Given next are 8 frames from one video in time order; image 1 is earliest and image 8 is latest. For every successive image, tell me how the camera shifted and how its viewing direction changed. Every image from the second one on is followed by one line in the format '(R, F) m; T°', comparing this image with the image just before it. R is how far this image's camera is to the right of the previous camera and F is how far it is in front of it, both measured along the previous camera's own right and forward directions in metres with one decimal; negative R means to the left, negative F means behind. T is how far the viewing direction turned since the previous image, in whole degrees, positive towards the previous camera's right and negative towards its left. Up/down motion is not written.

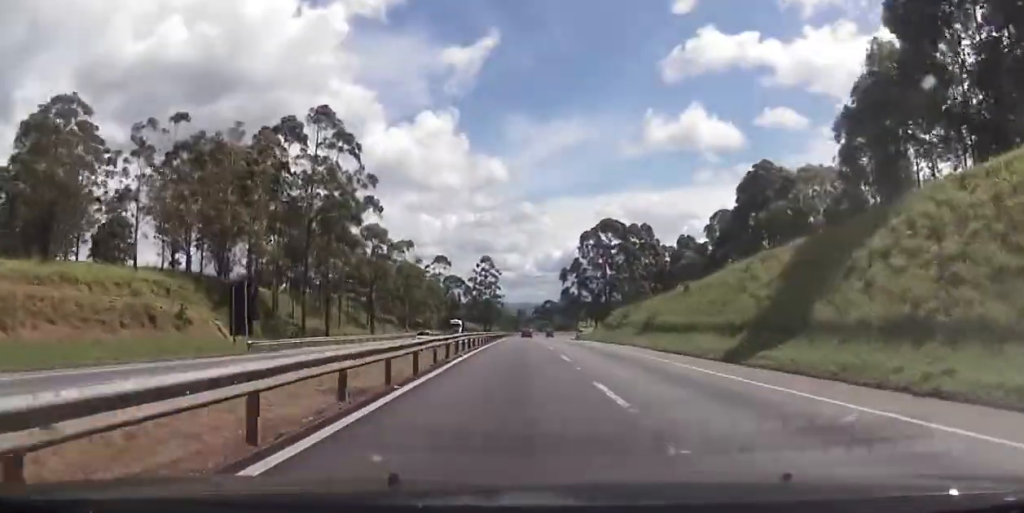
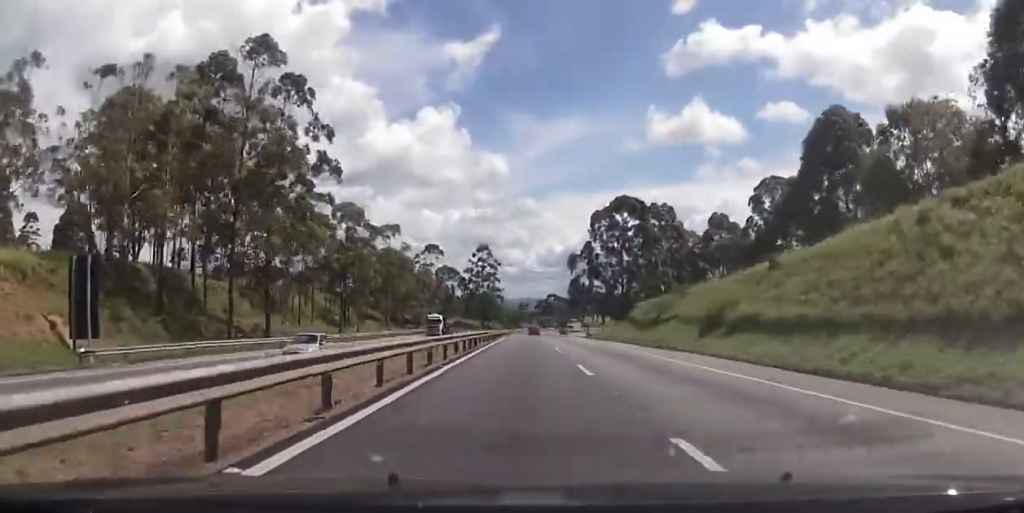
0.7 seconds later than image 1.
(+0.1, +22.3) m; 0°
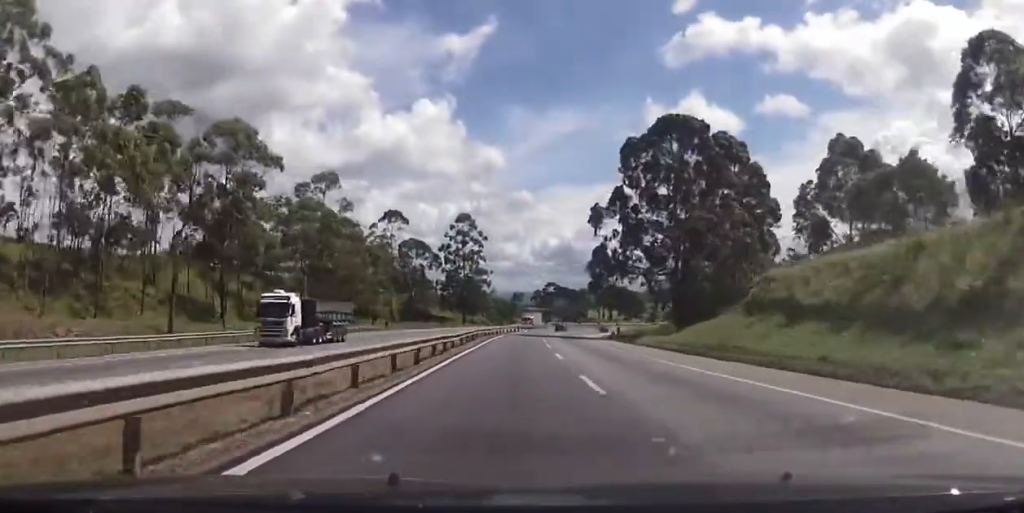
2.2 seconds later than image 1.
(-0.2, +47.5) m; 0°
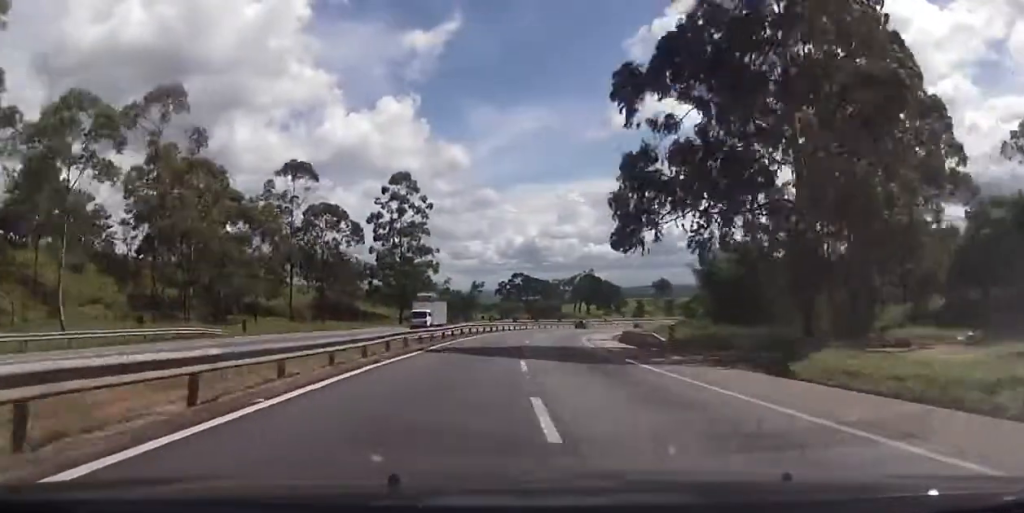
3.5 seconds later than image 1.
(+0.4, +41.3) m; -2°
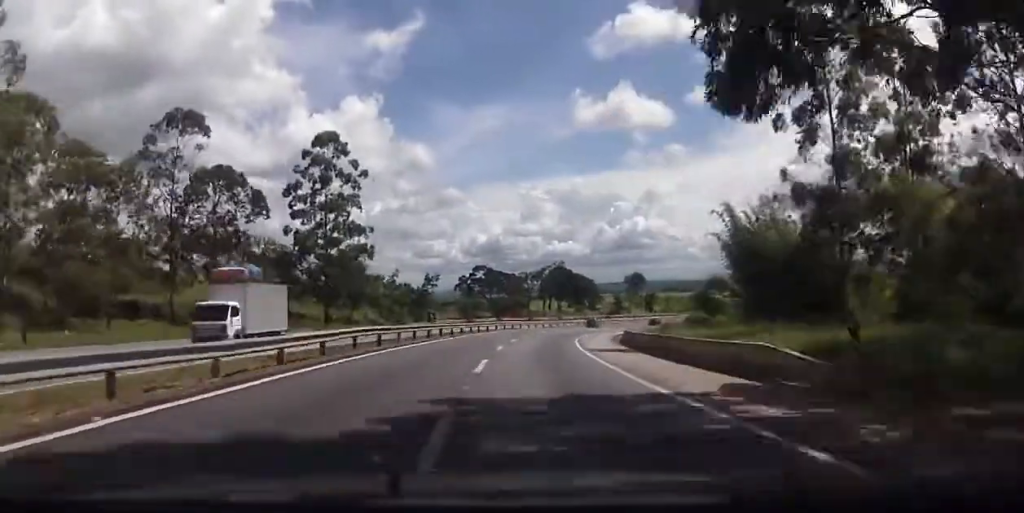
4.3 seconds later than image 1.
(-1.5, +24.4) m; +6°
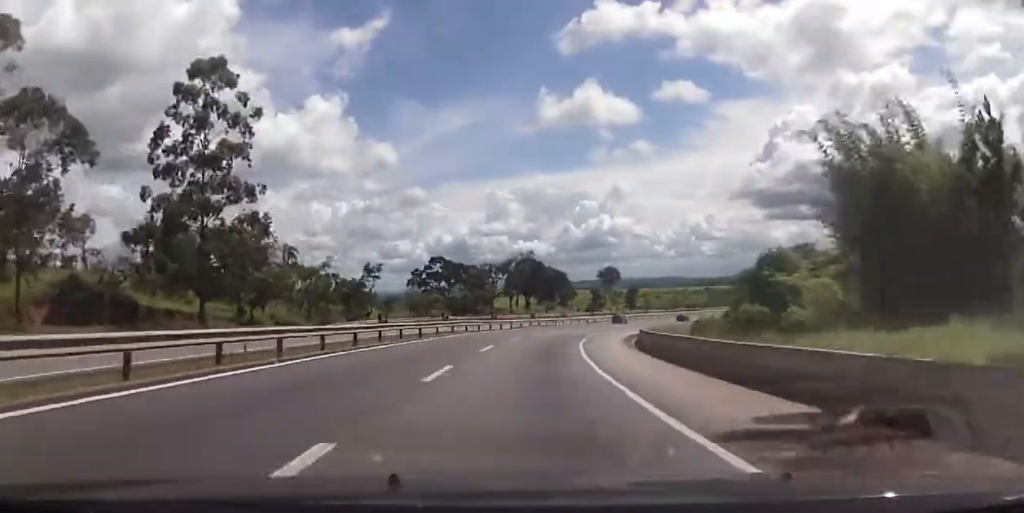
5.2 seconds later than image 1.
(+3.3, +26.0) m; +7°
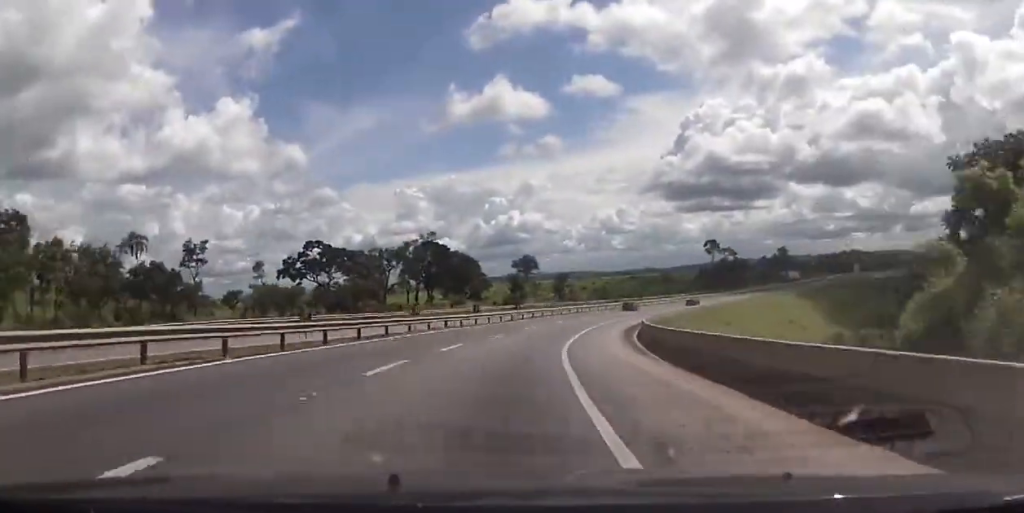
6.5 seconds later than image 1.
(+0.9, +37.9) m; +3°
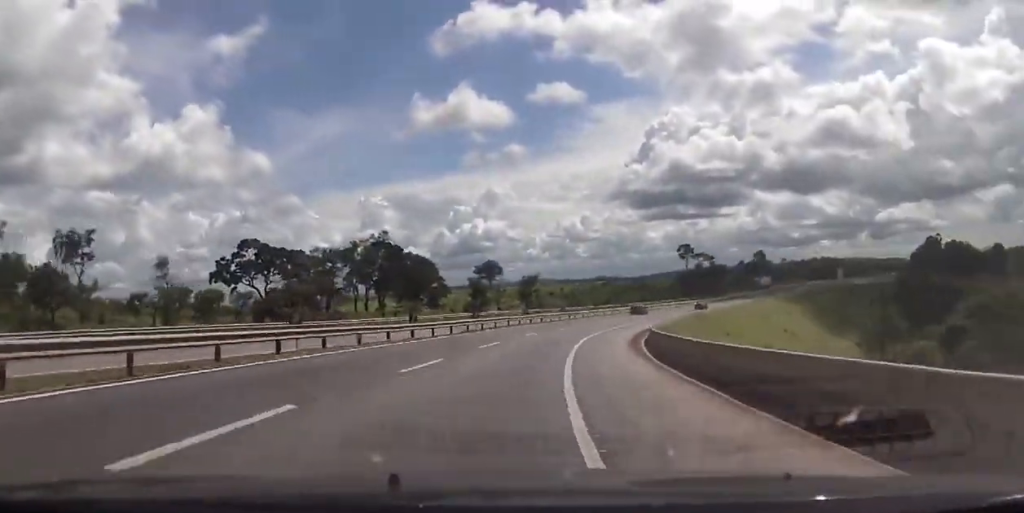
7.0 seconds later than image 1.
(+0.7, +16.4) m; +3°
